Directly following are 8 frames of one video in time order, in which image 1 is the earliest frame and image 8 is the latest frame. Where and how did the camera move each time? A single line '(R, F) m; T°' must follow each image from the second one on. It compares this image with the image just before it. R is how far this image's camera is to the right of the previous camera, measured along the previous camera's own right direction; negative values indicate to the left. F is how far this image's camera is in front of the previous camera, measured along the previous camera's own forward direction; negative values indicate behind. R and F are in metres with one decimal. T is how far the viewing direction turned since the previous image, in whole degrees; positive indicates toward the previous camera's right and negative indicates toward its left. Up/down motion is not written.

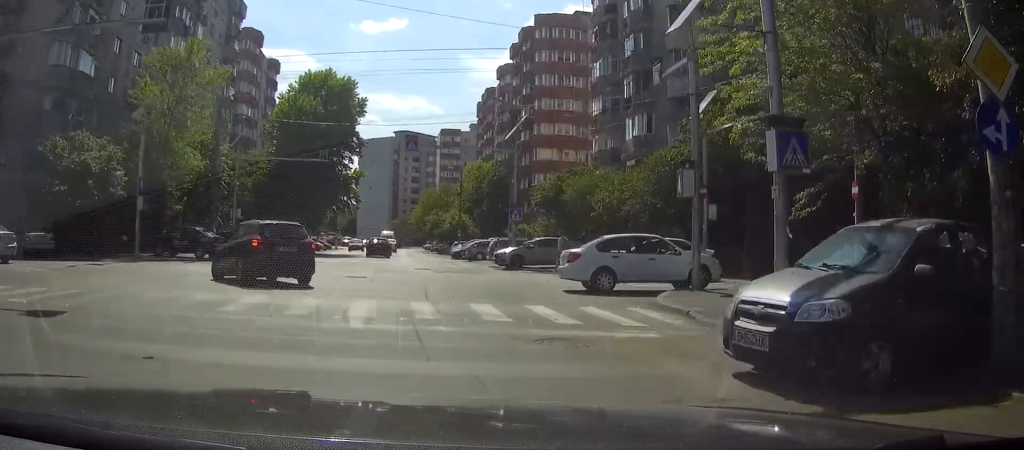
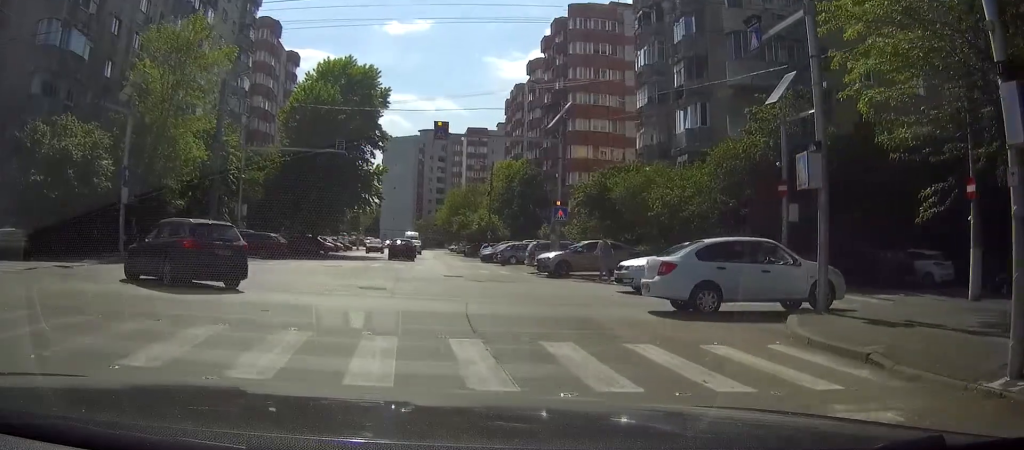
(-0.1, +5.0) m; -2°
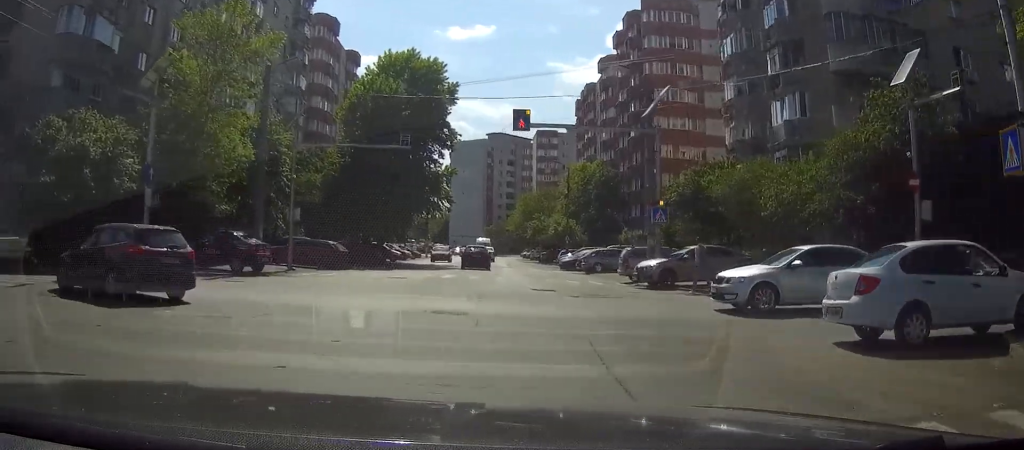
(+0.1, +4.7) m; -2°
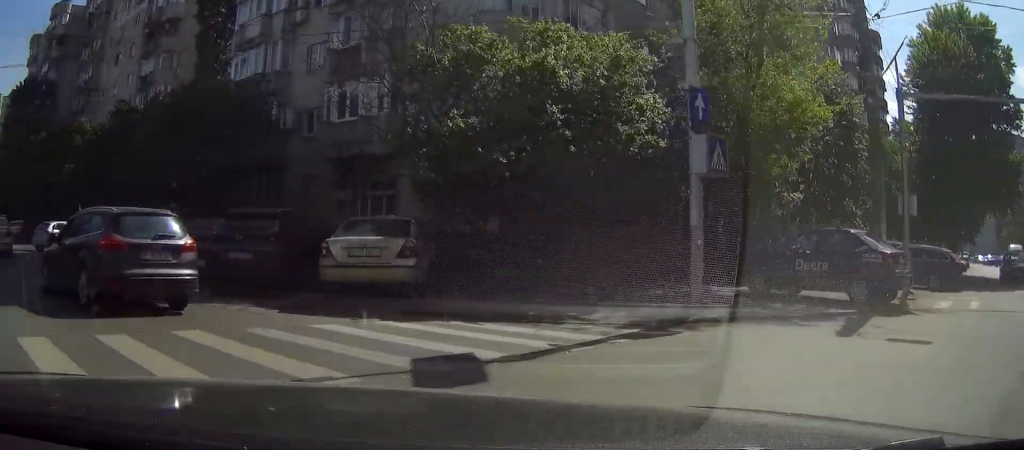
(-3.6, +11.6) m; -44°
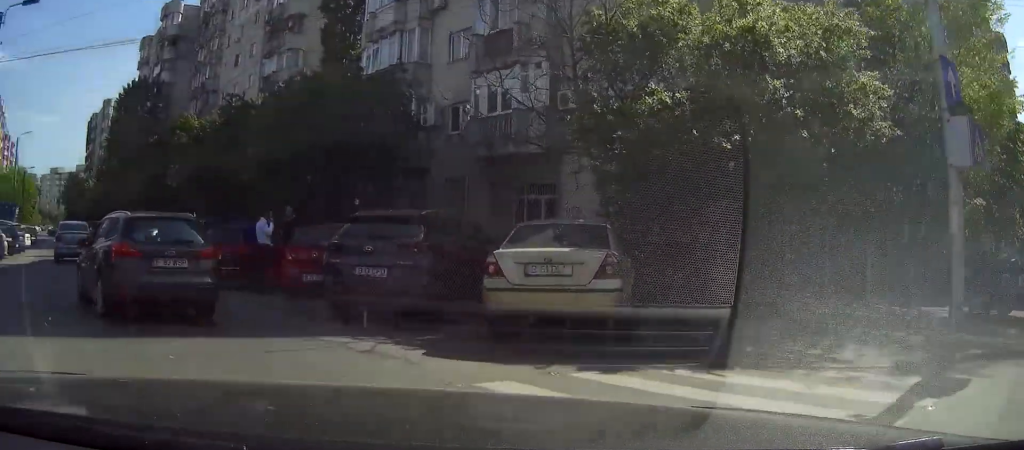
(-0.2, +3.1) m; -13°
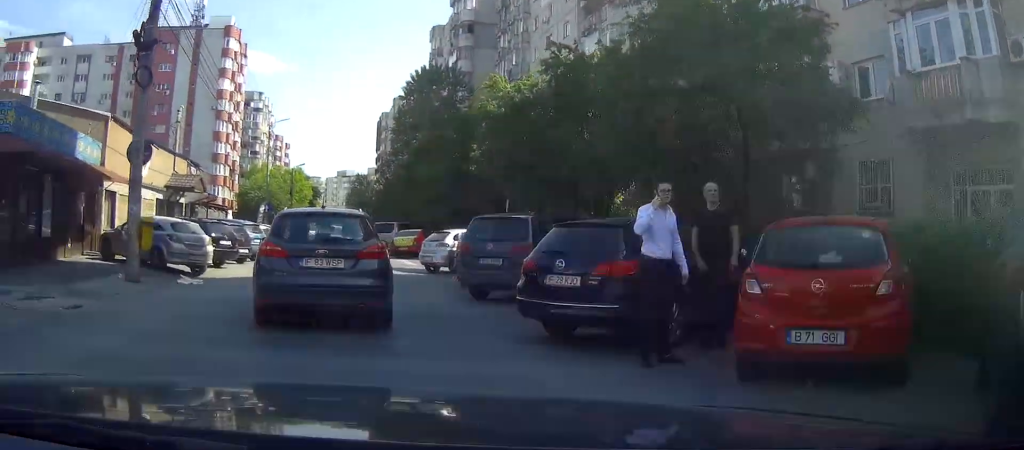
(-2.0, +8.1) m; -14°
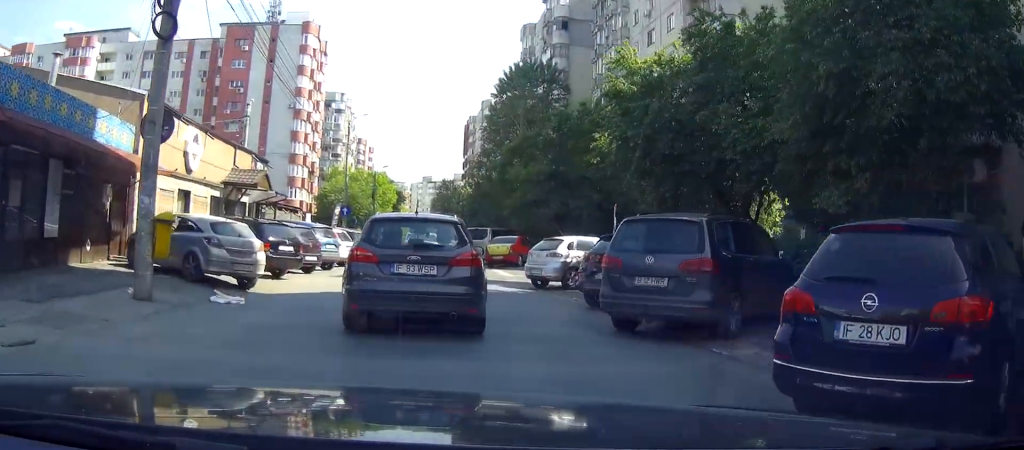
(0.0, +4.1) m; -2°
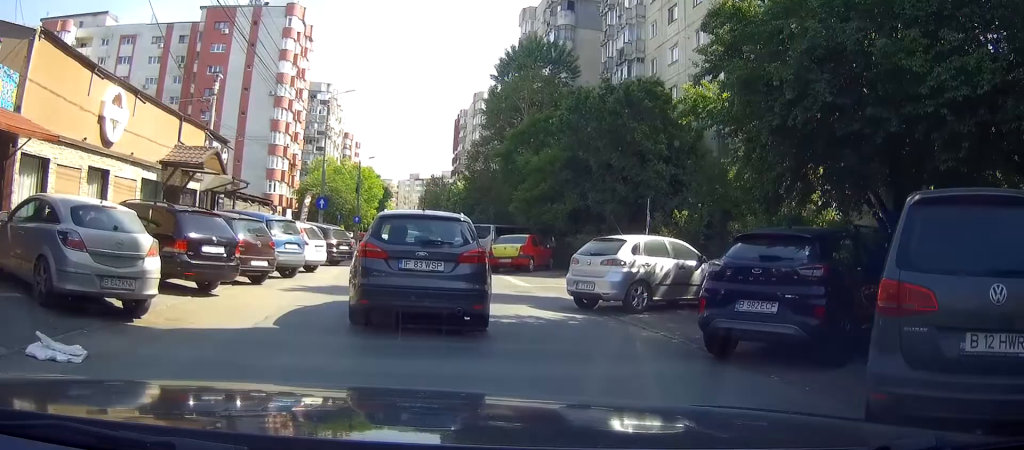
(-0.2, +5.9) m; -4°
